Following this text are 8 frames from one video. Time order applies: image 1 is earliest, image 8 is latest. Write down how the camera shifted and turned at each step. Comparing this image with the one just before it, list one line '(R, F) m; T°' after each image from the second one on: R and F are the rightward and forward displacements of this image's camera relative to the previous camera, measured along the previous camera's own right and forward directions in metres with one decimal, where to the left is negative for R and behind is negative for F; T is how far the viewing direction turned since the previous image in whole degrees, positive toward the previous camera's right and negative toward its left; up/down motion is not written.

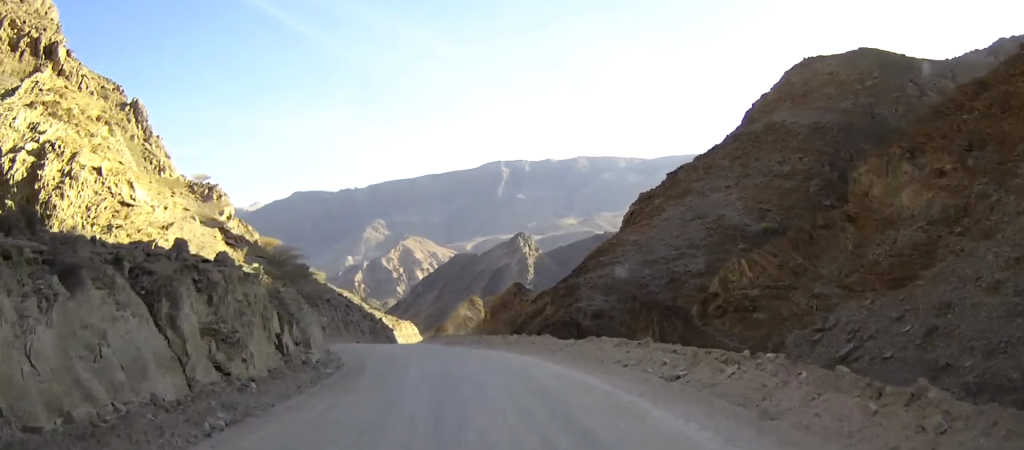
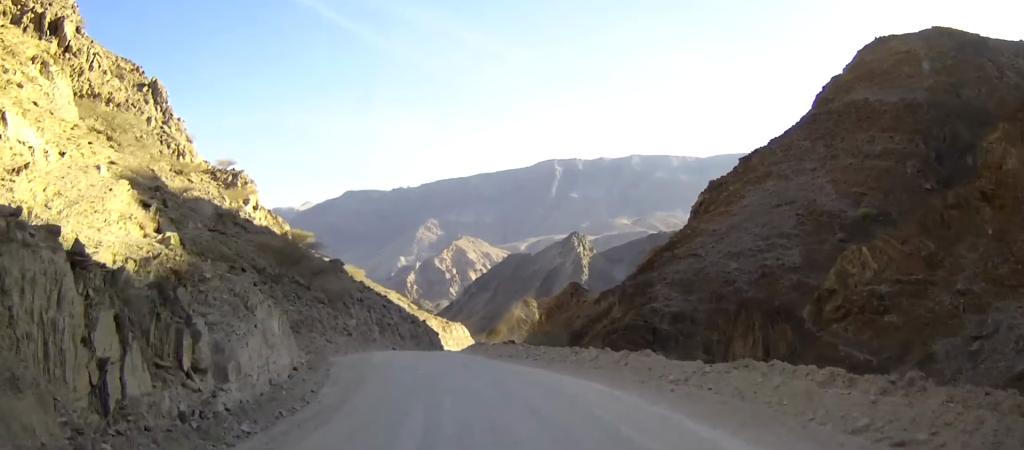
(-0.4, +10.1) m; -5°
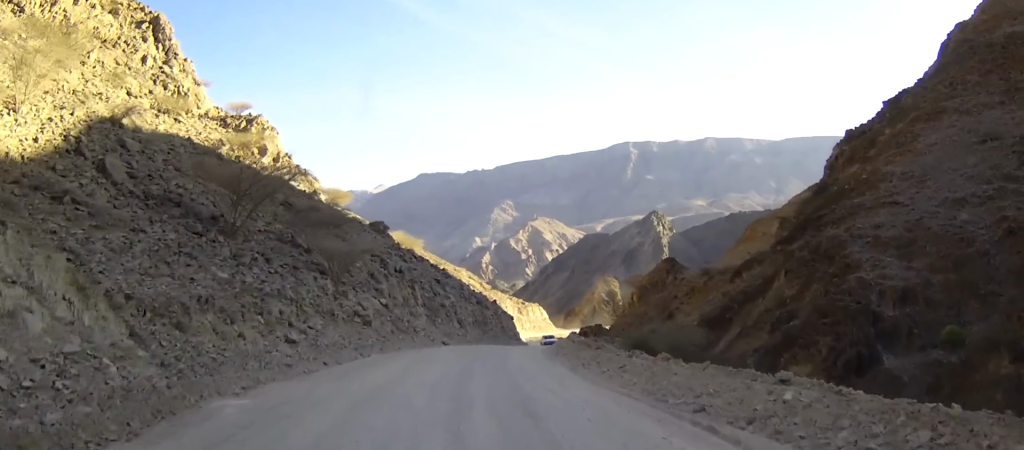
(-1.6, +21.1) m; -6°
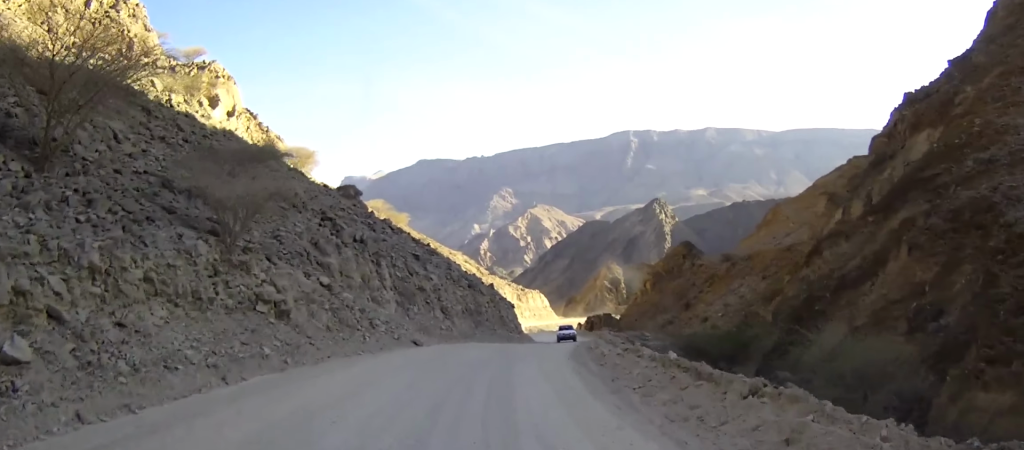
(0.0, +13.9) m; +1°
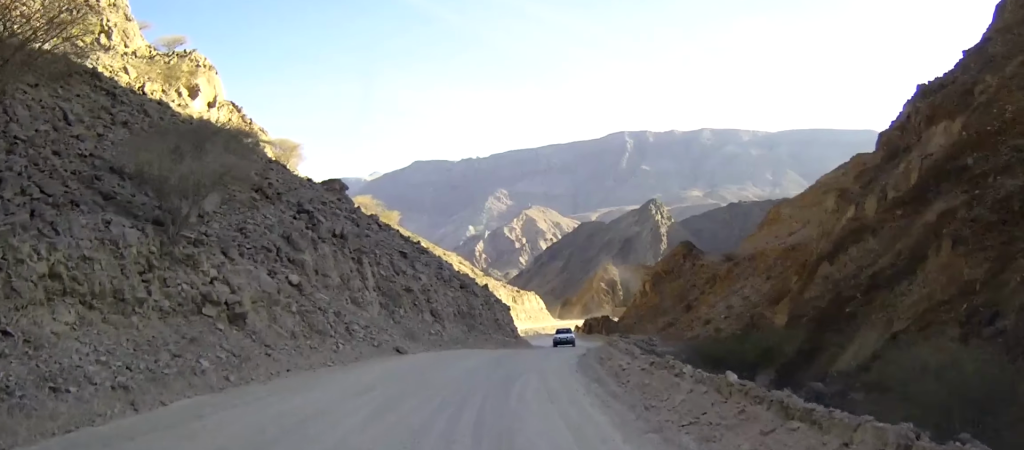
(0.0, +3.7) m; 0°
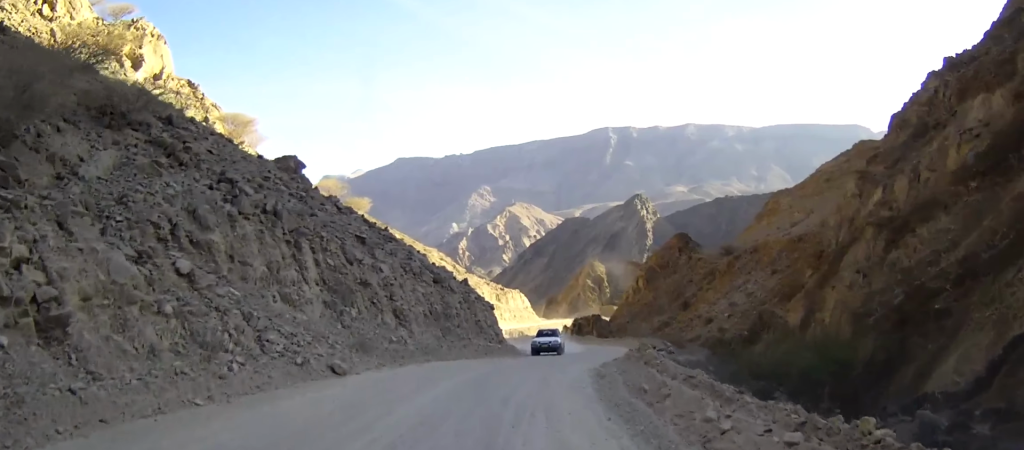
(+0.1, +8.0) m; +1°
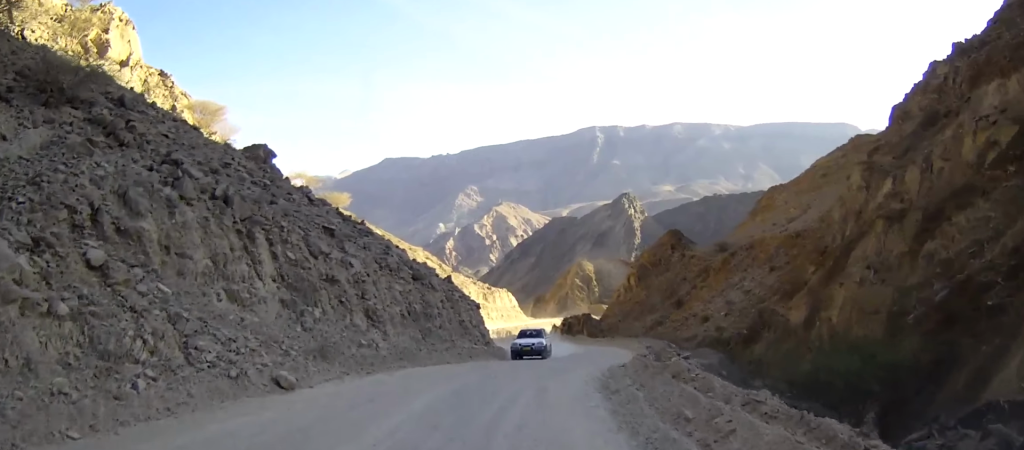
(0.0, +3.3) m; +1°
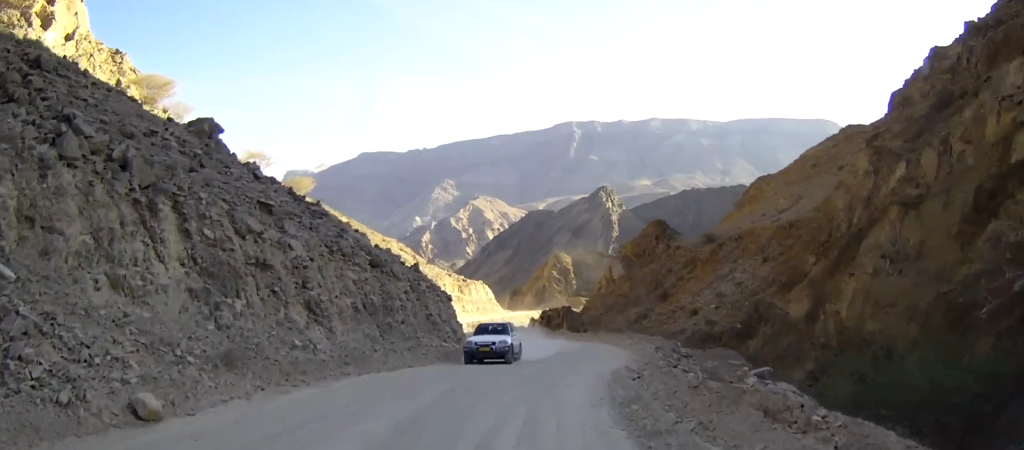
(0.0, +4.8) m; +1°
